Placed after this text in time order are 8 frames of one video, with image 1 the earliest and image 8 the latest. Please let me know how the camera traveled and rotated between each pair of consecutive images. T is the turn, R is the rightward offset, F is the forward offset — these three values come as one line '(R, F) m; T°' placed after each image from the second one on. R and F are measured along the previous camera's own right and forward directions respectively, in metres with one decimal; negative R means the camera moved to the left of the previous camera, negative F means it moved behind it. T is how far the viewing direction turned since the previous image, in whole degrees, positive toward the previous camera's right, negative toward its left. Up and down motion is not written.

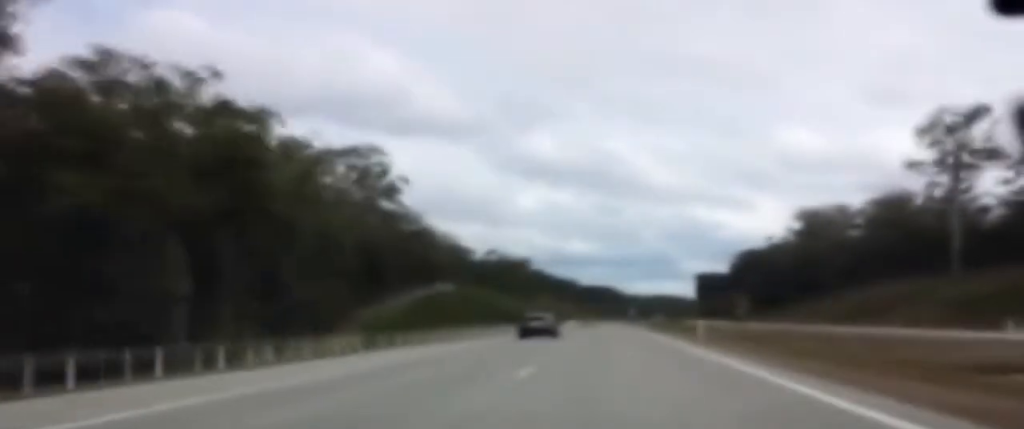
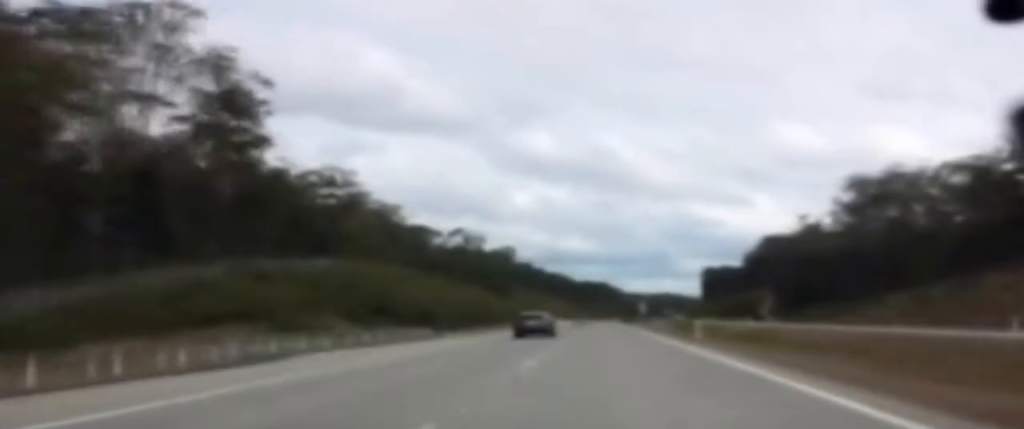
(-0.4, +60.6) m; 0°
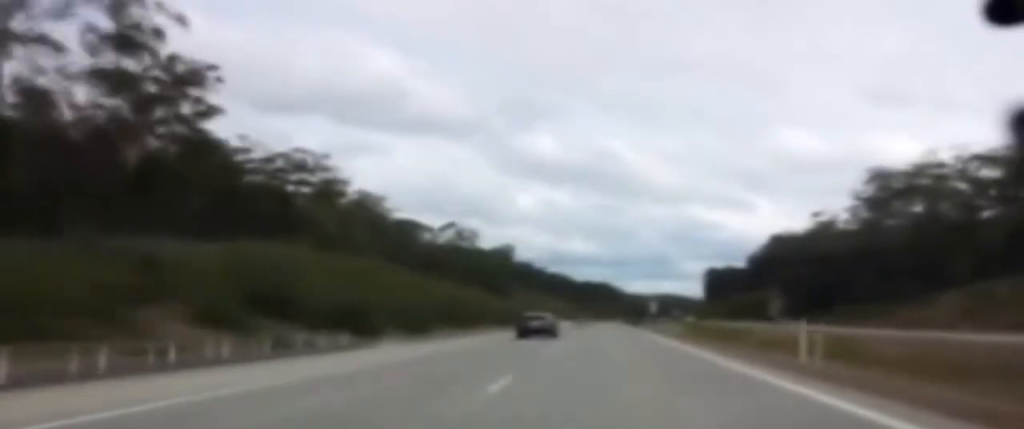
(+0.1, +18.2) m; +1°
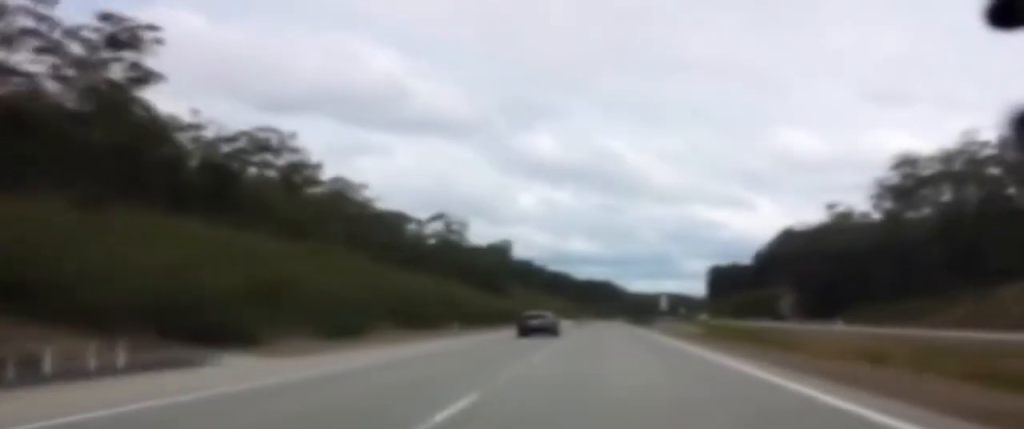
(0.0, +16.2) m; 0°
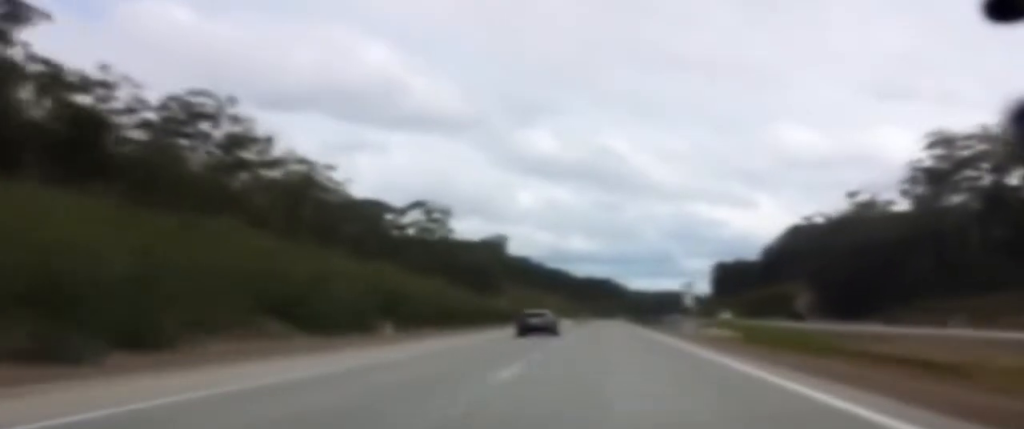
(+0.2, +19.3) m; 0°
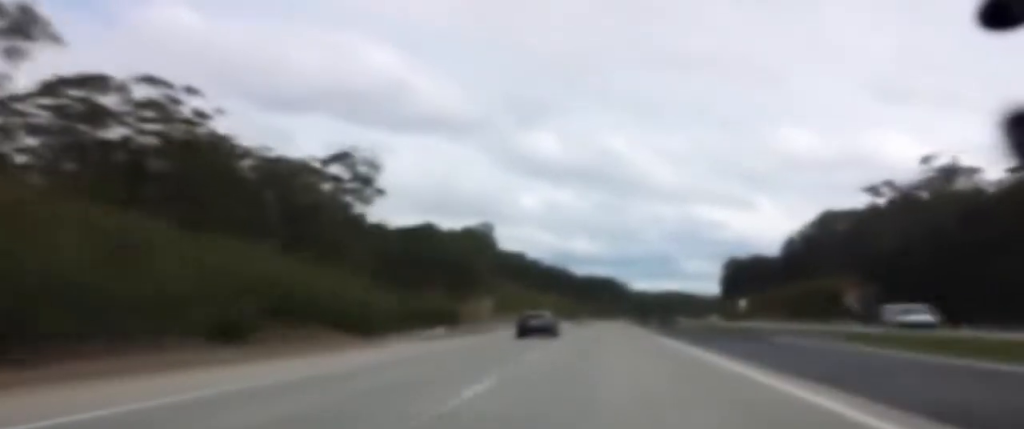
(-0.4, +53.9) m; 0°
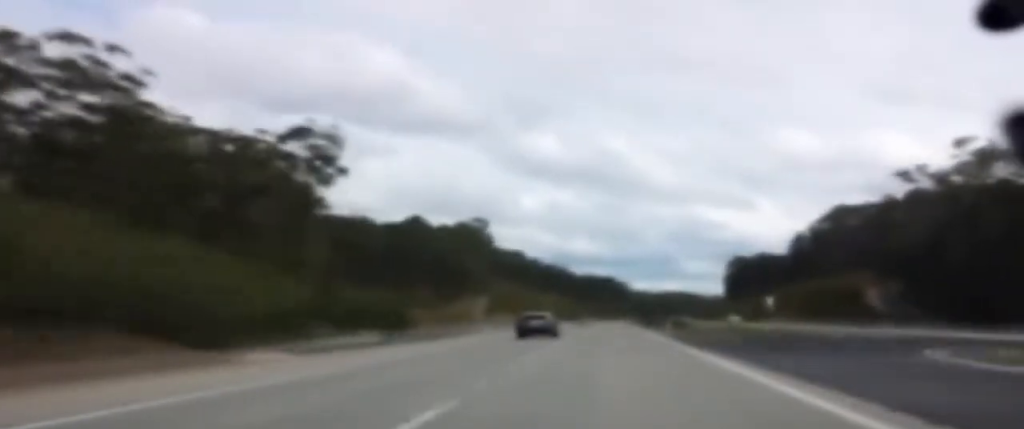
(0.0, +16.3) m; 0°
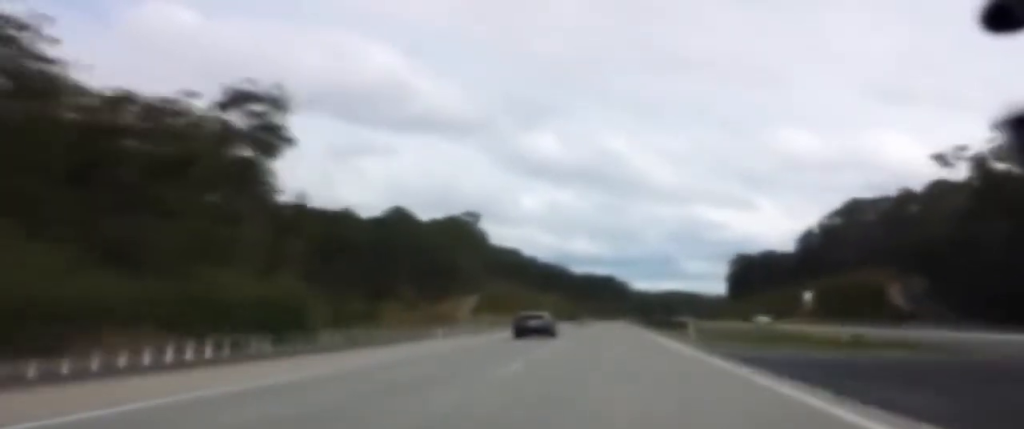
(0.0, +15.3) m; 0°
